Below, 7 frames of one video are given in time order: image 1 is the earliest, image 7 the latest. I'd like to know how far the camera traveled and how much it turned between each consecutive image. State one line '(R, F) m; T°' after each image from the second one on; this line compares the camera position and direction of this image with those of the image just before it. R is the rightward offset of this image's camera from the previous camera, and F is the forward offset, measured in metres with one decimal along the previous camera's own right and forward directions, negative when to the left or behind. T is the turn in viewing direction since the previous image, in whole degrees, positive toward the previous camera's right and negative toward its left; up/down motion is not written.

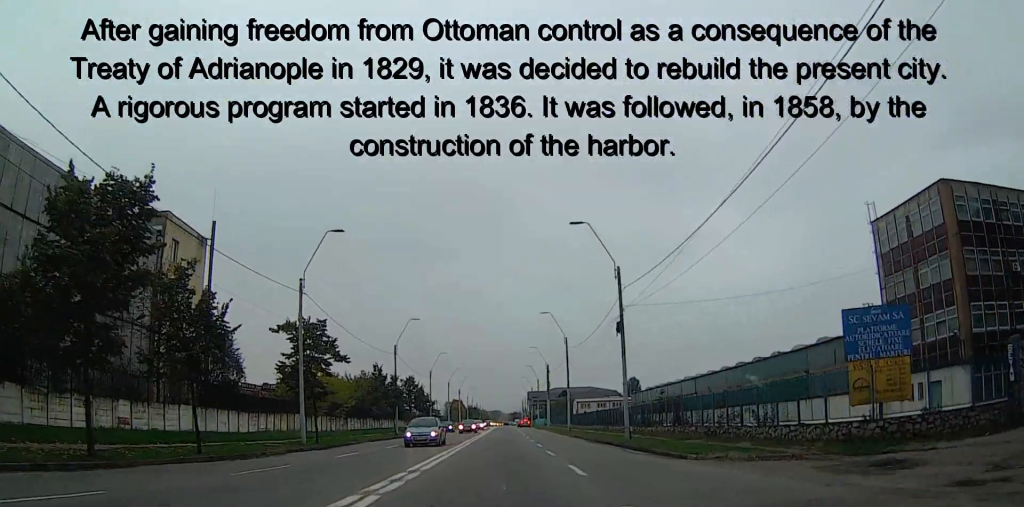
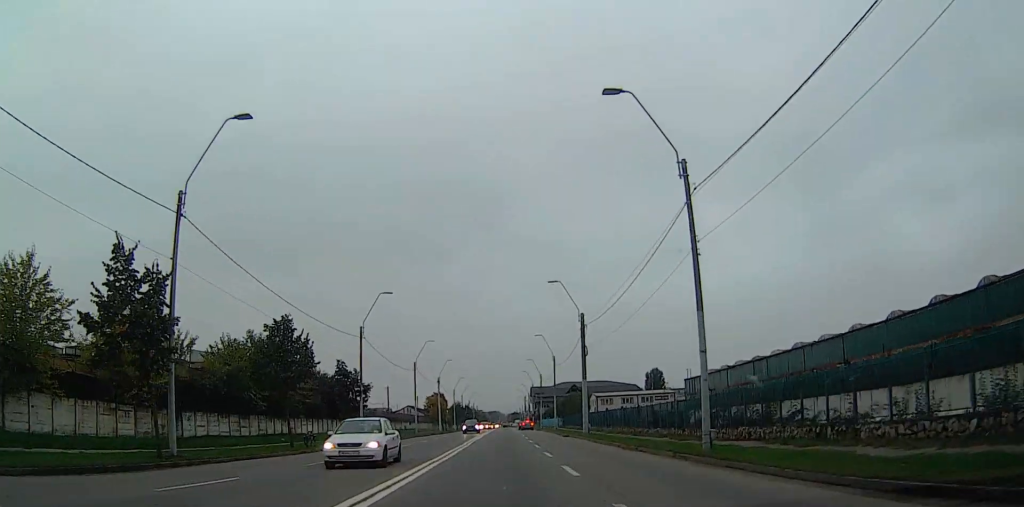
(-0.9, +44.0) m; +1°
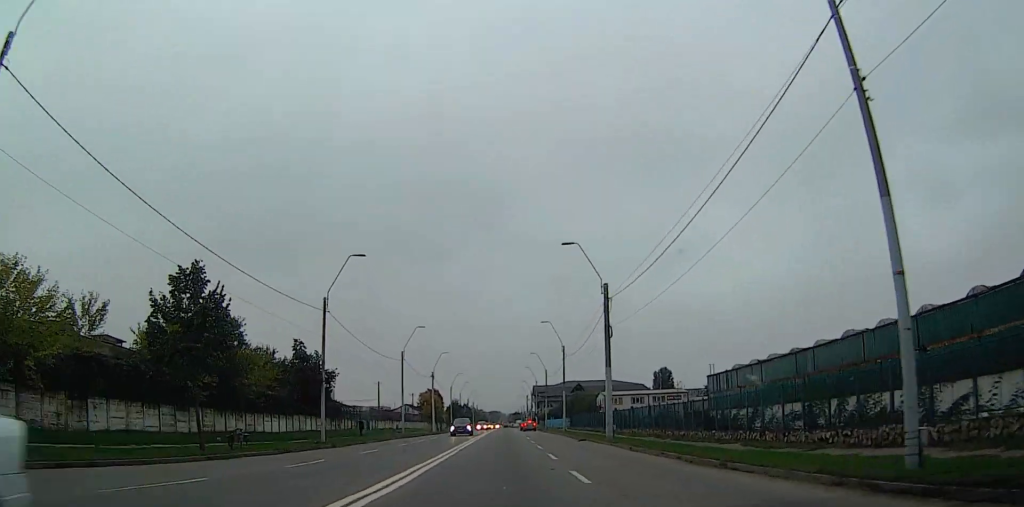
(+0.4, +10.6) m; +1°
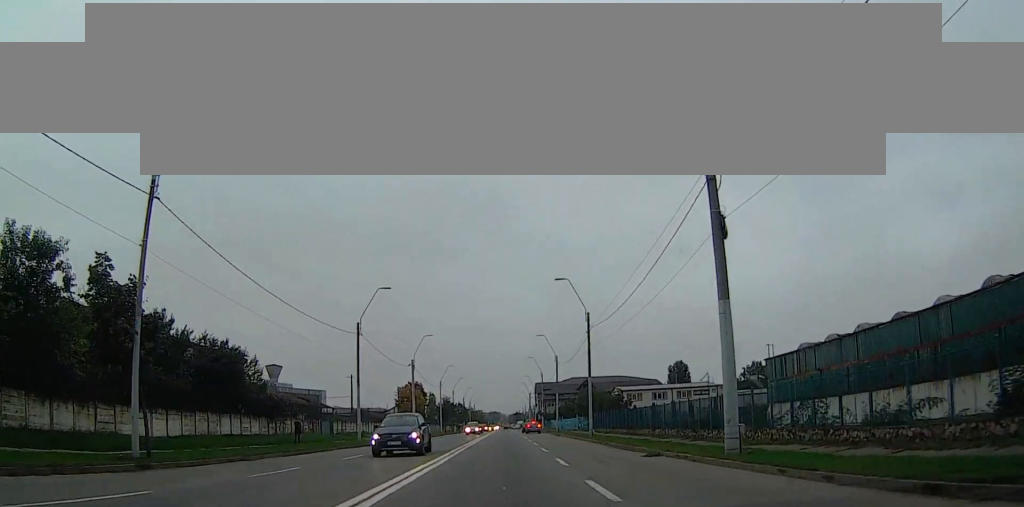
(+0.4, +20.4) m; 0°
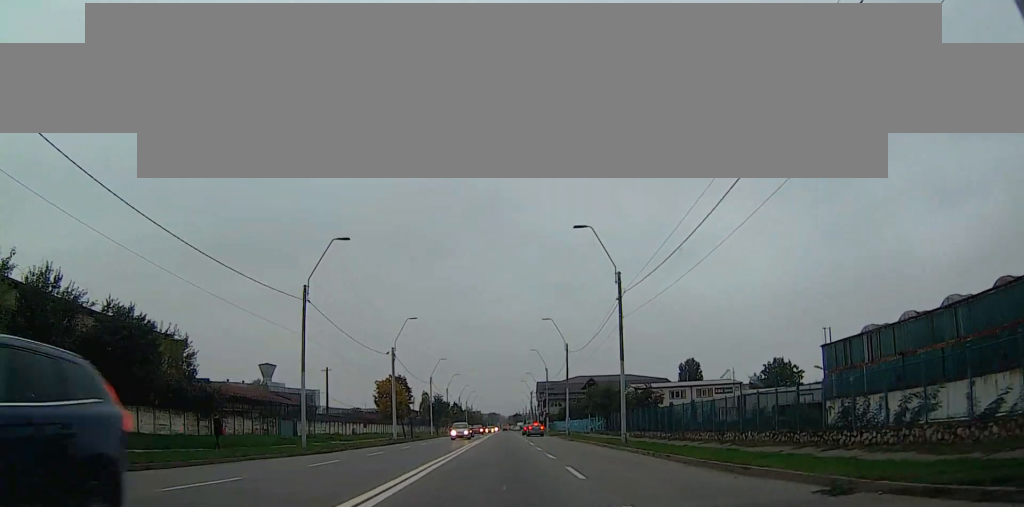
(0.0, +13.2) m; -1°
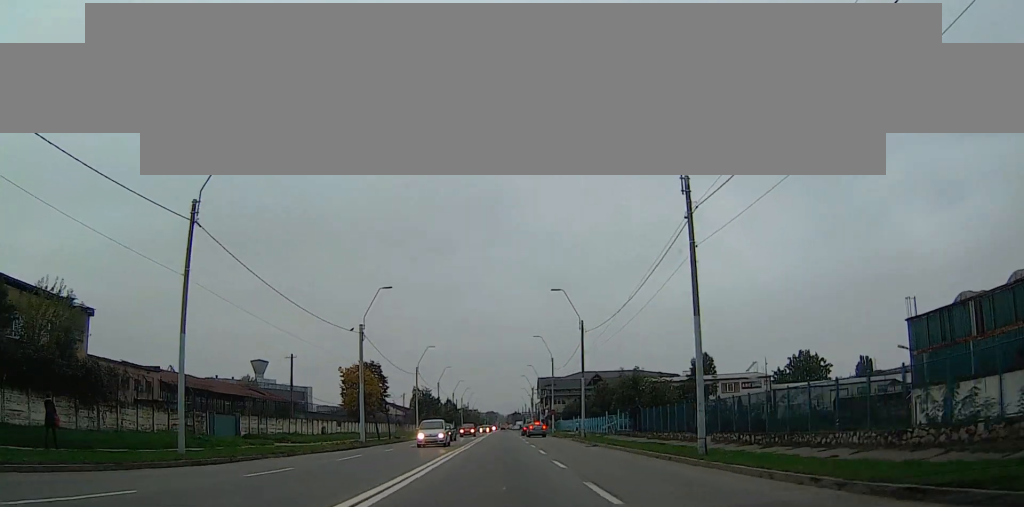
(-0.4, +13.9) m; -2°
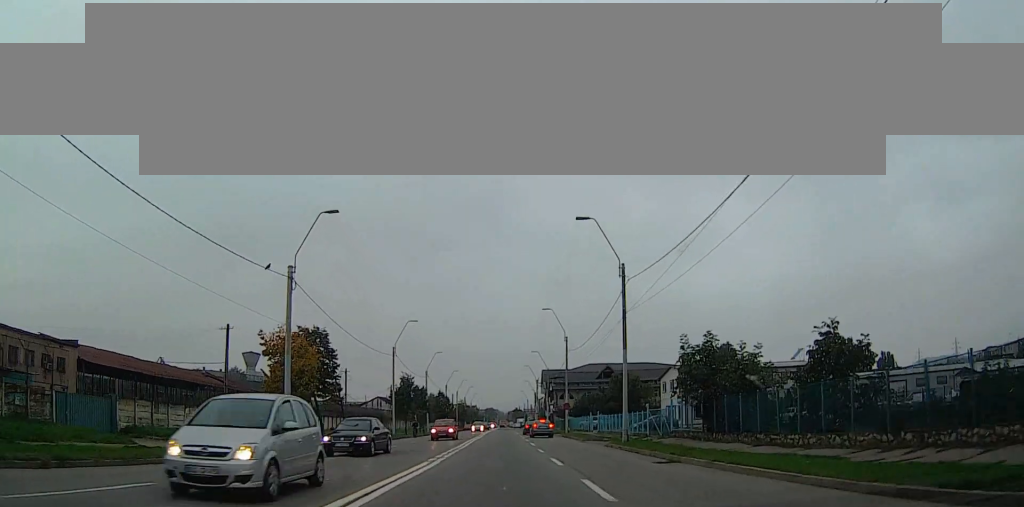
(-0.1, +18.0) m; 0°
